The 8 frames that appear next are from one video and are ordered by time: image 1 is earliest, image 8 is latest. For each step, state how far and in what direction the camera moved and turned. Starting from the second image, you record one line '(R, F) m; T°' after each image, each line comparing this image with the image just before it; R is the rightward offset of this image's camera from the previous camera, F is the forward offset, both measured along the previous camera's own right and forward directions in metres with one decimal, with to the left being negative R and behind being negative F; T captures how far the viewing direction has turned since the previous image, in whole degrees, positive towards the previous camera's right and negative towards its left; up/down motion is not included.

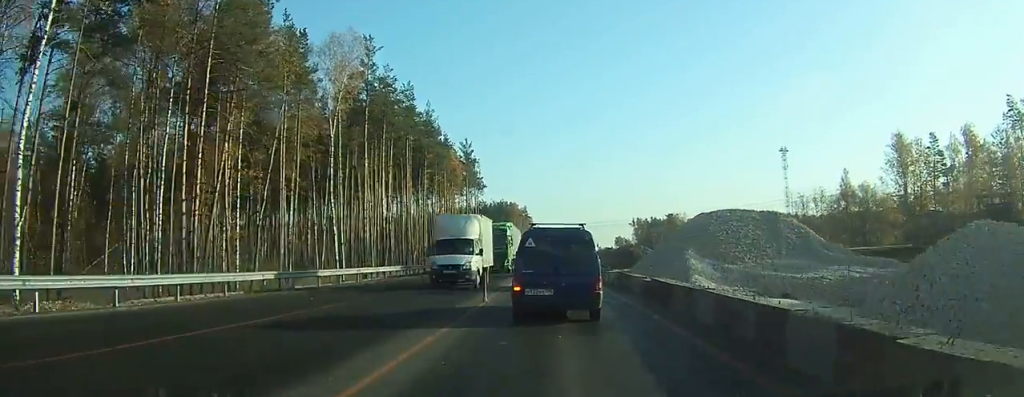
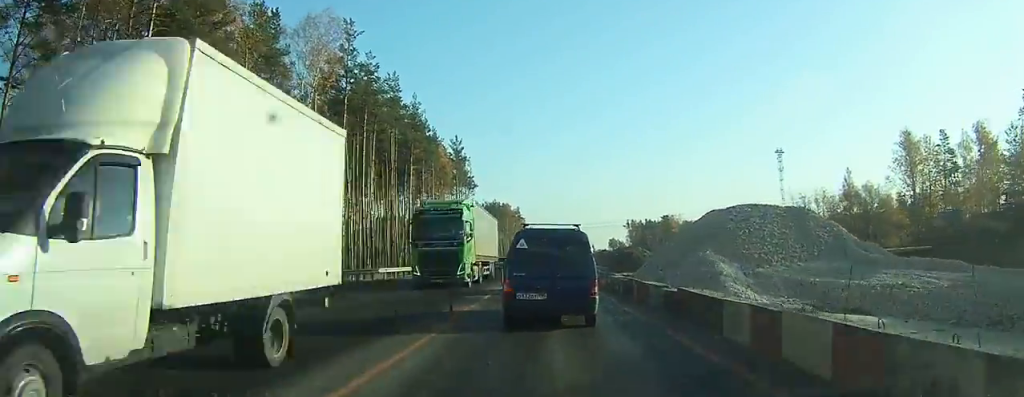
(+0.1, +4.1) m; +1°
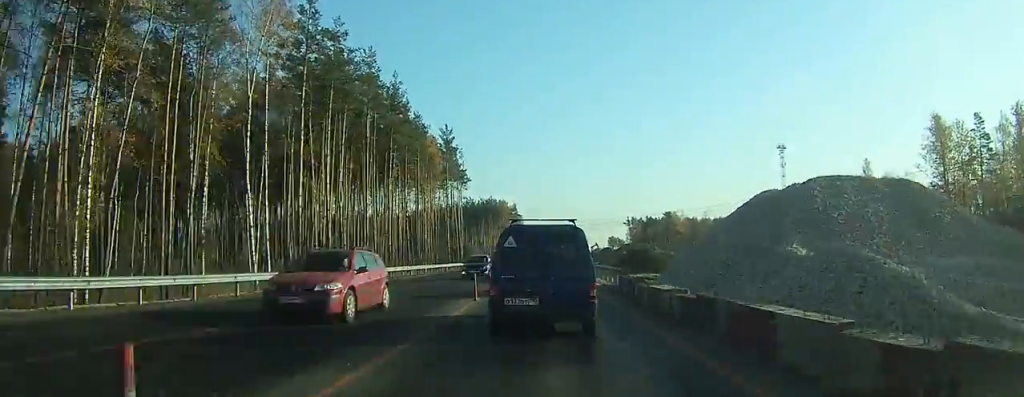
(+0.2, +8.3) m; +2°
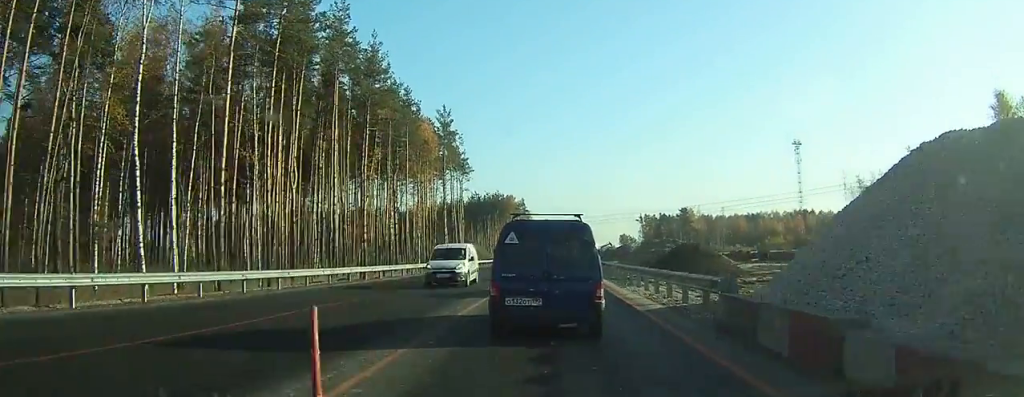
(0.0, +11.9) m; 0°
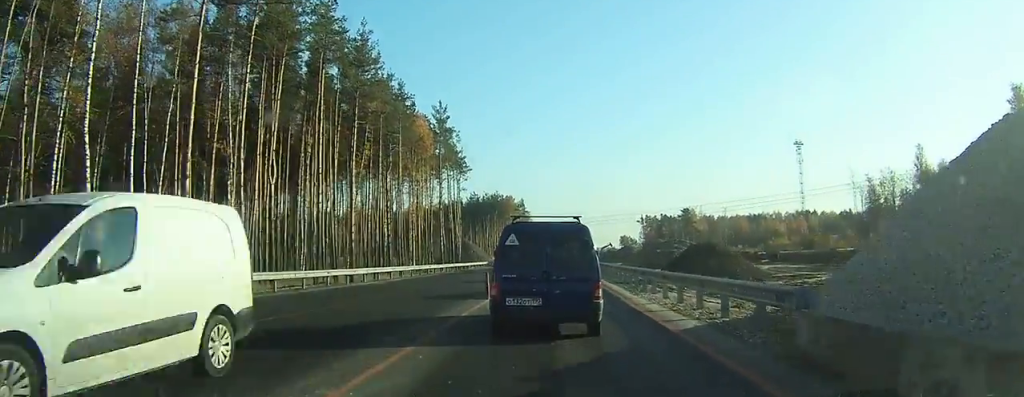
(0.0, +3.5) m; 0°
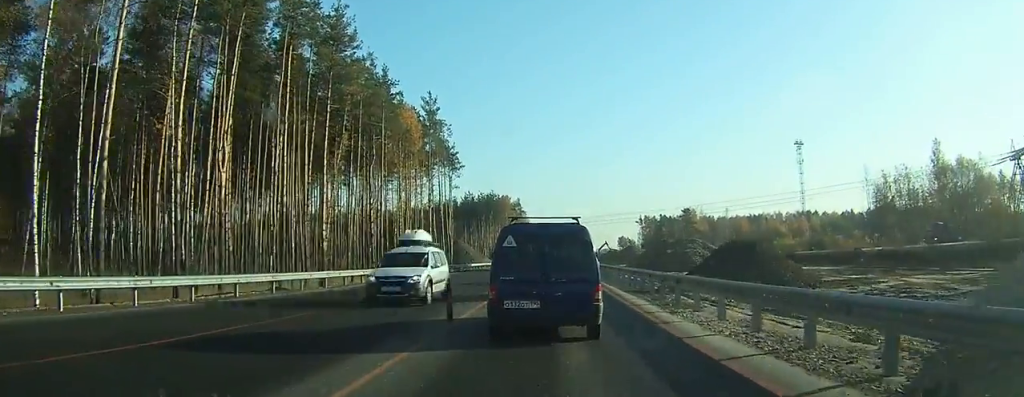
(0.0, +5.7) m; 0°
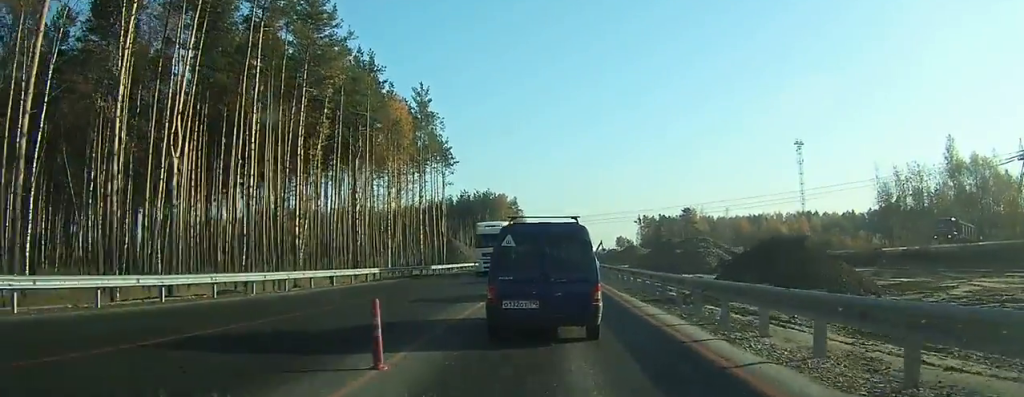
(0.0, +4.3) m; 0°
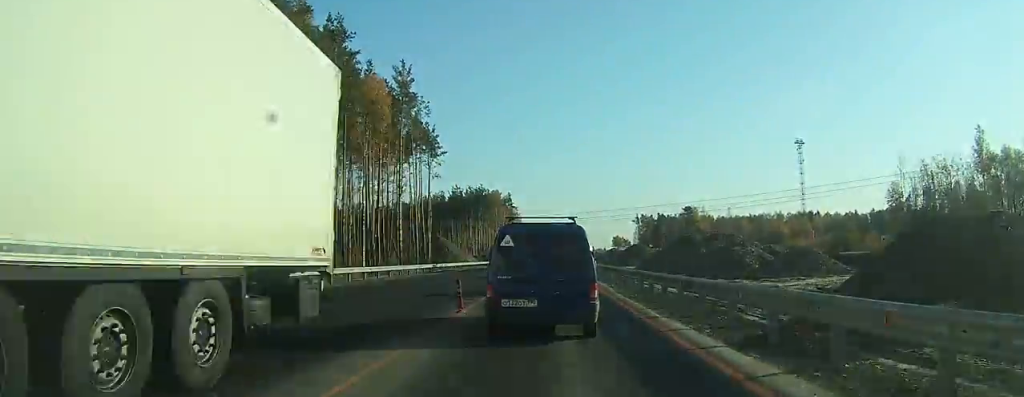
(+0.1, +9.1) m; +2°
